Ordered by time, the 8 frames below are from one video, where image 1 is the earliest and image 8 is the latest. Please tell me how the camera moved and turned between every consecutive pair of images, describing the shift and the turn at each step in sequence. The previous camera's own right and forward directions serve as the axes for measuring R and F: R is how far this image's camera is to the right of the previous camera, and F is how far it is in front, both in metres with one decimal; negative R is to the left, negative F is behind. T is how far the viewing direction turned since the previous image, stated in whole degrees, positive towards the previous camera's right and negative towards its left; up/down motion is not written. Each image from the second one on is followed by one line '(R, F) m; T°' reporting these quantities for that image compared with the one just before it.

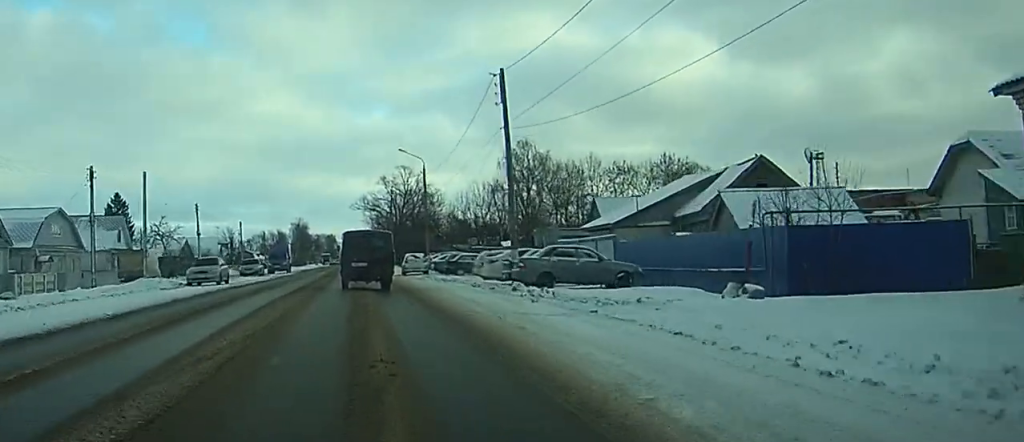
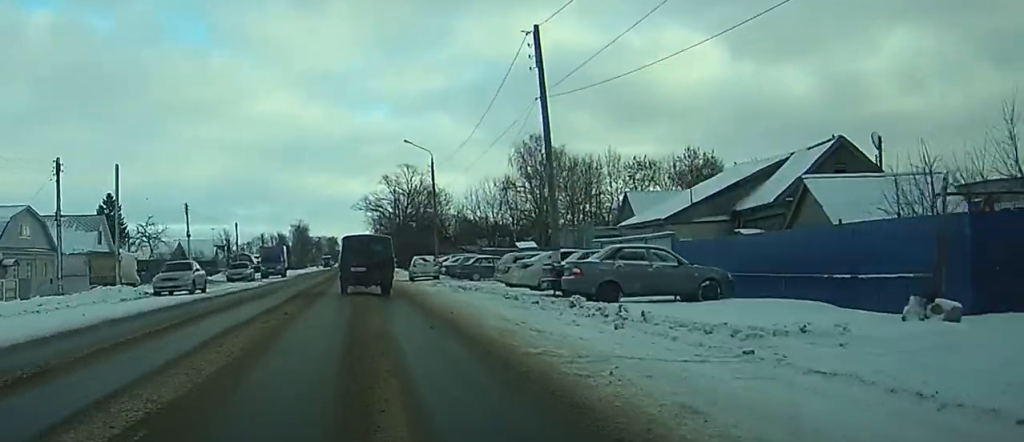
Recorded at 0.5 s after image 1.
(-0.4, +7.1) m; -4°
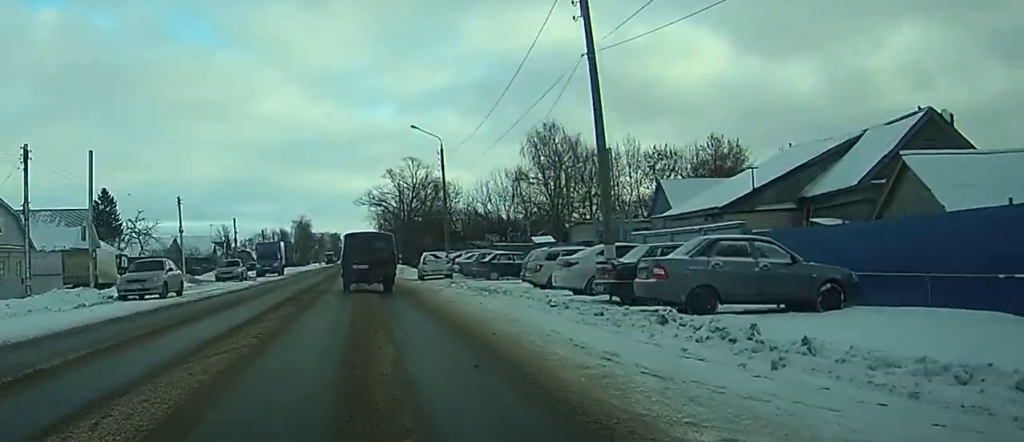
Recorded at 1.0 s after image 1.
(-0.5, +5.8) m; -3°
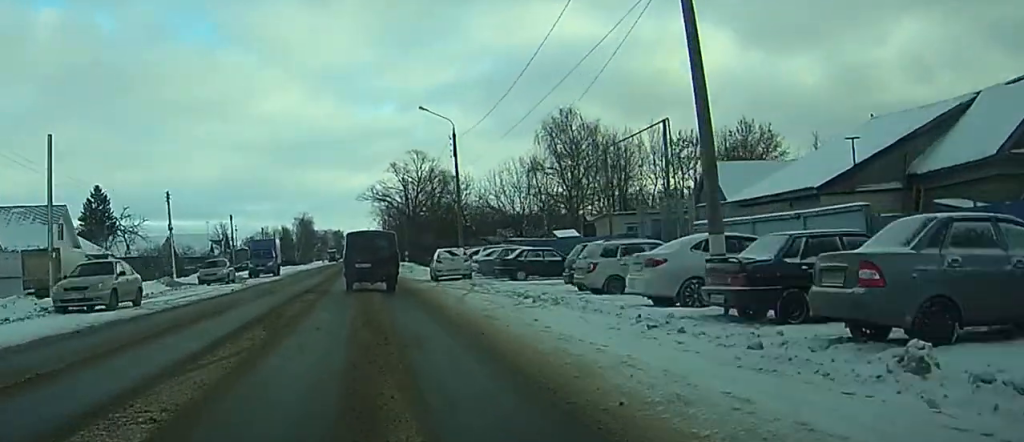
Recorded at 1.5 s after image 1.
(-0.2, +6.7) m; -1°
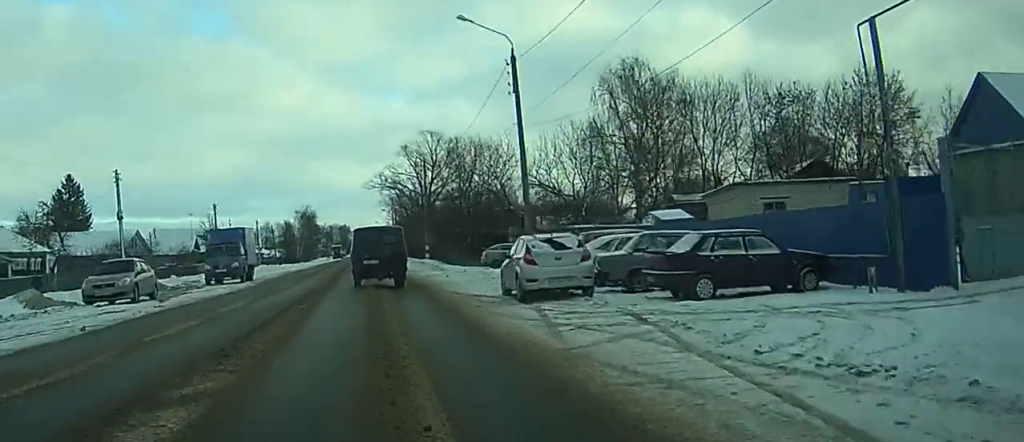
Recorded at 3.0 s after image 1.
(+0.8, +20.3) m; +20°
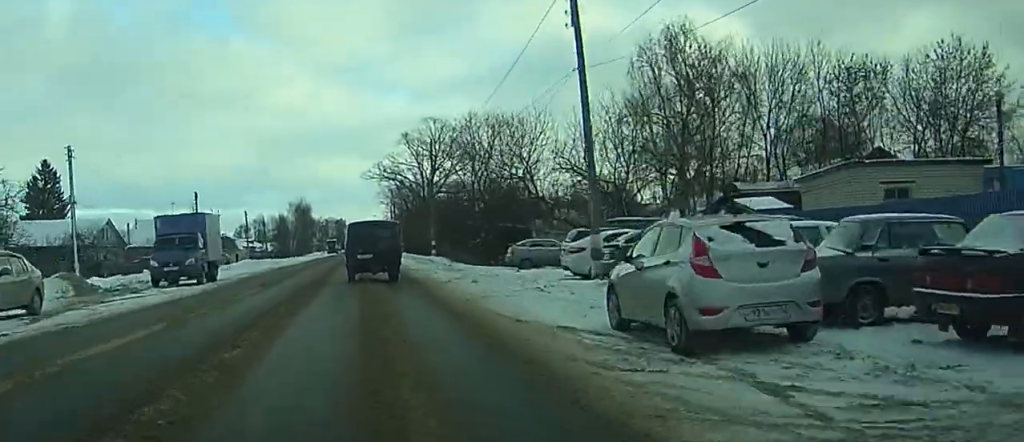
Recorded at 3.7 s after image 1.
(+2.3, +10.1) m; +7°
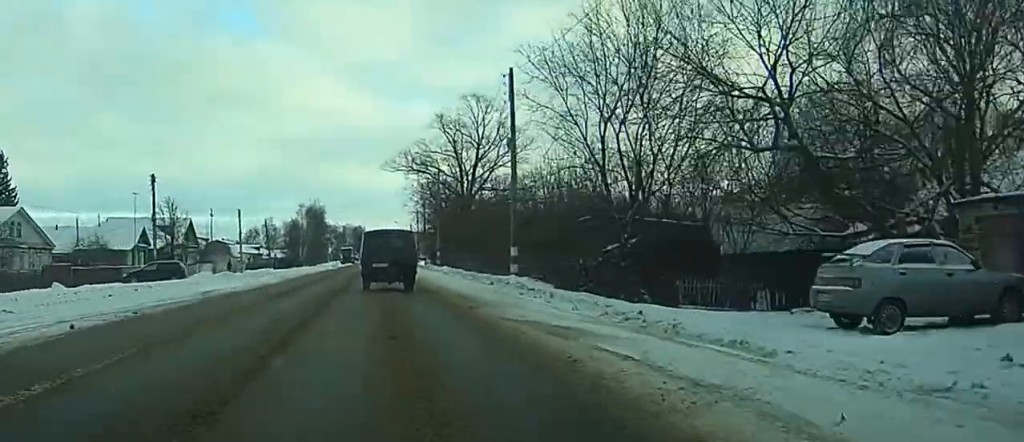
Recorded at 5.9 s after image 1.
(-3.9, +28.9) m; -15°
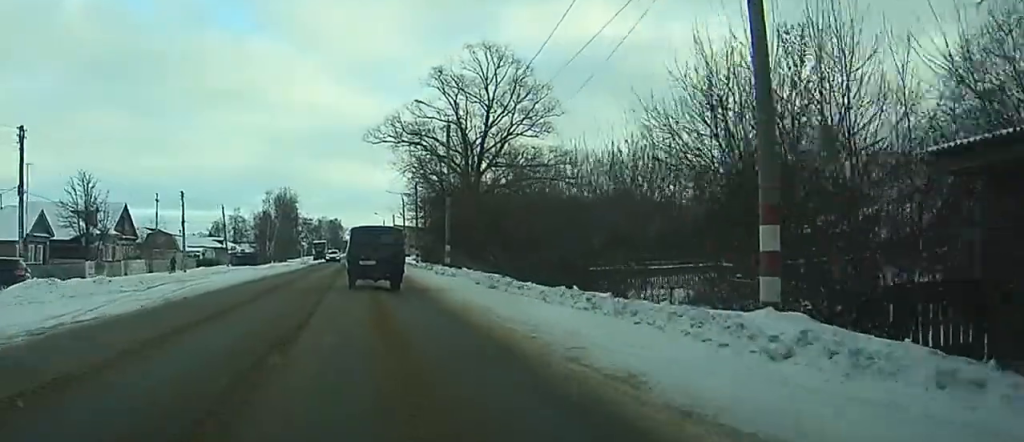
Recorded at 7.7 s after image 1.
(0.0, +23.8) m; 0°
